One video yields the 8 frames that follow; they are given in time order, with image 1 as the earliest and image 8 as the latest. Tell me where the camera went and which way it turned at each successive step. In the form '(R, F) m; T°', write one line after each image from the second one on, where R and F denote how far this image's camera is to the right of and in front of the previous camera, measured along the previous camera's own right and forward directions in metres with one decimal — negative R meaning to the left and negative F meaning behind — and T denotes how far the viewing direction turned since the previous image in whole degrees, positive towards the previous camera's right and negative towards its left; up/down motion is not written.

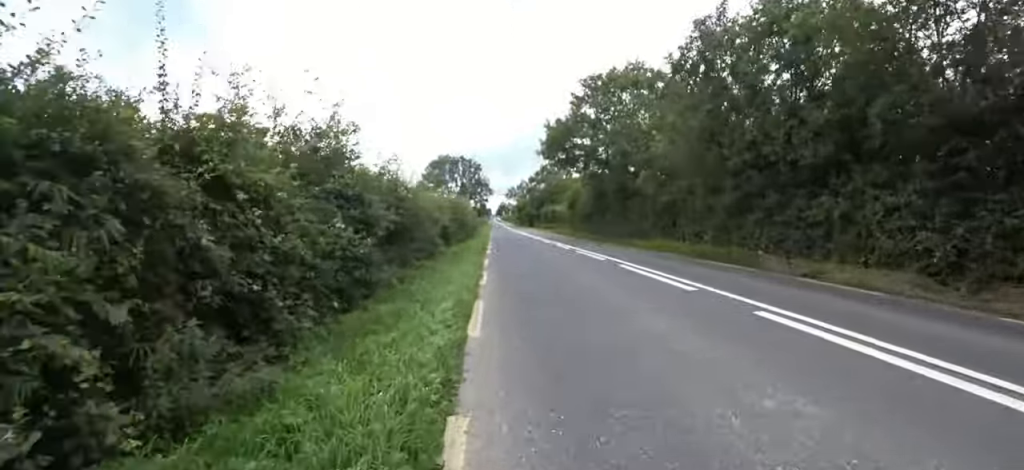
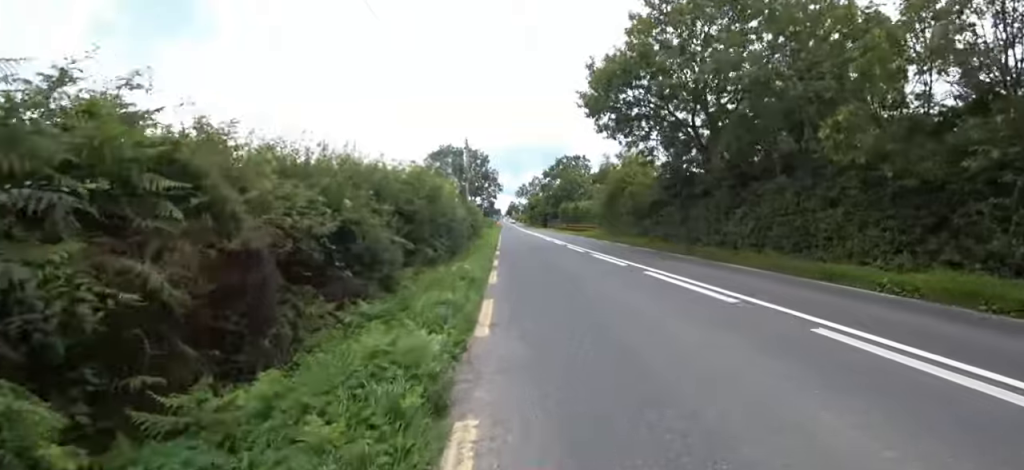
(0.0, +12.4) m; 0°
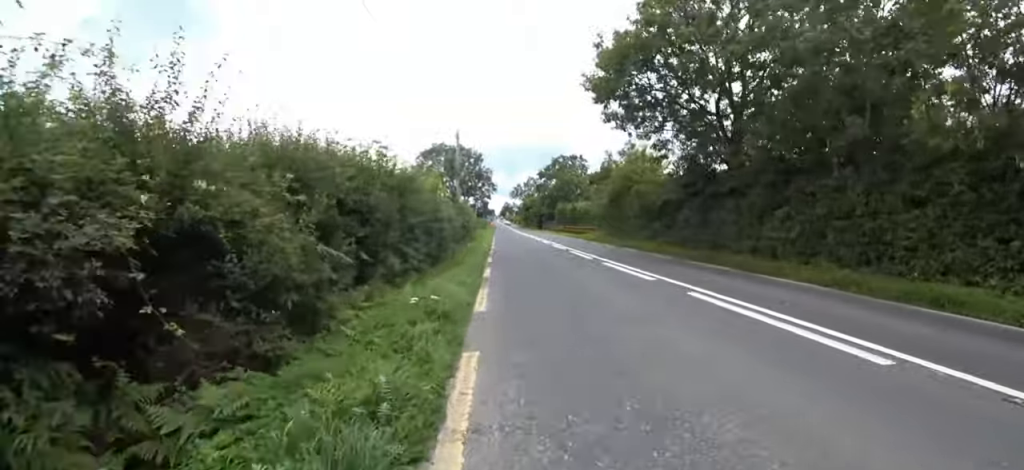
(0.0, +2.6) m; 0°
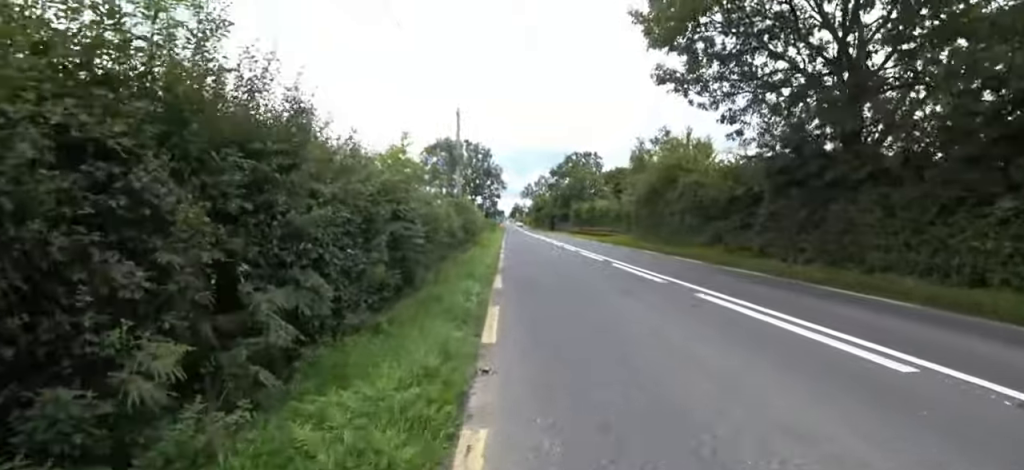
(0.0, +5.6) m; 0°
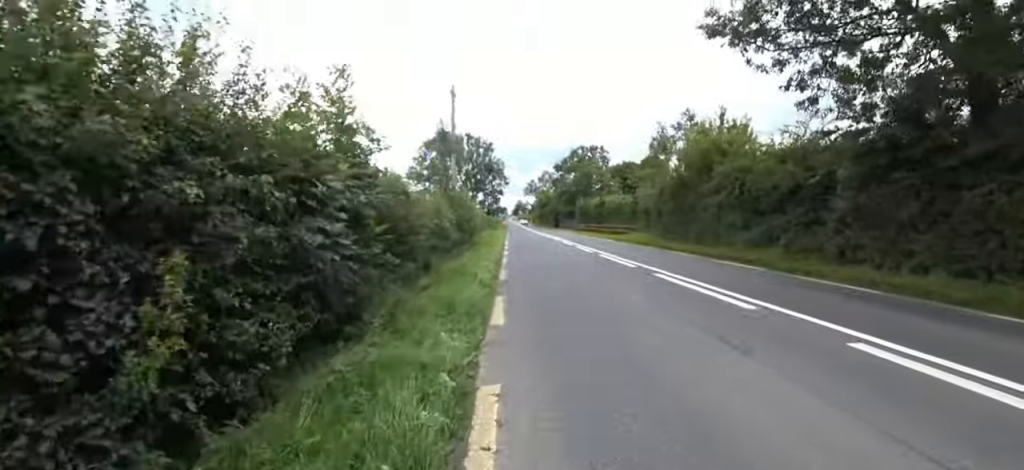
(0.0, +3.4) m; 0°
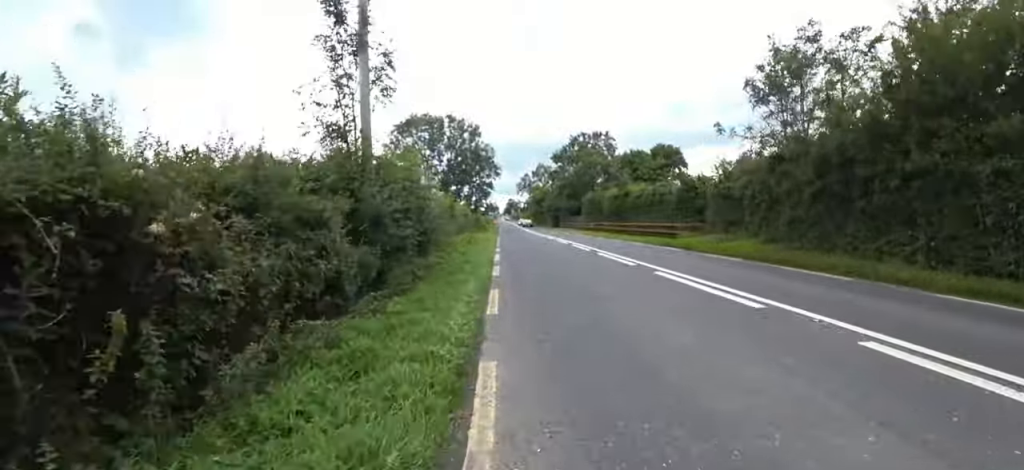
(0.0, +11.6) m; -3°
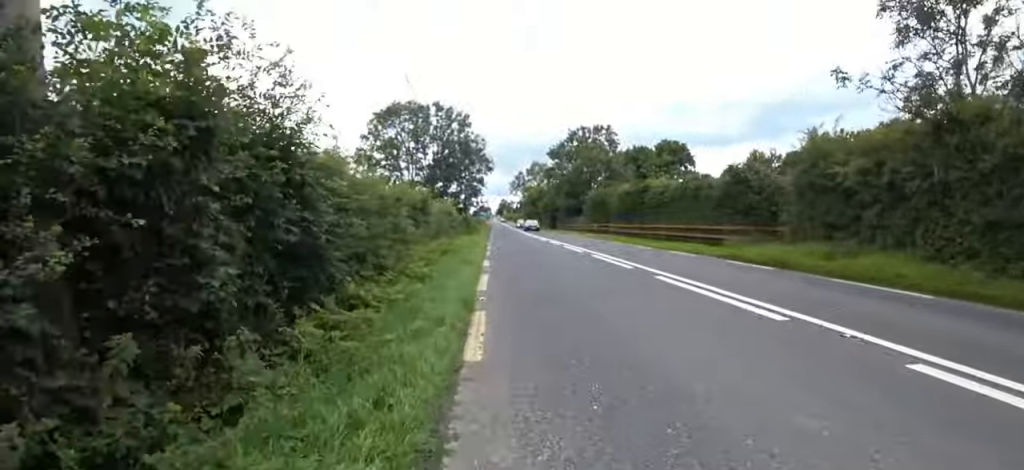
(-0.3, +5.9) m; -1°
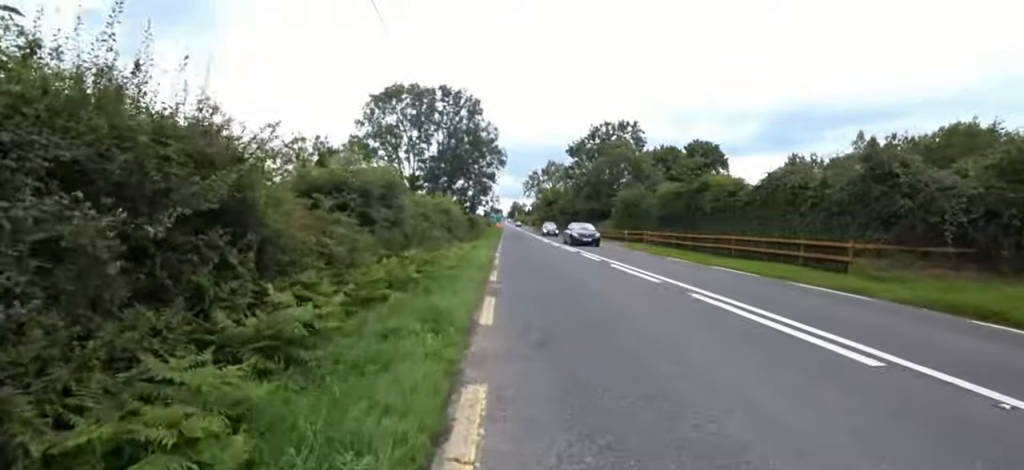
(+0.2, +6.5) m; +3°
